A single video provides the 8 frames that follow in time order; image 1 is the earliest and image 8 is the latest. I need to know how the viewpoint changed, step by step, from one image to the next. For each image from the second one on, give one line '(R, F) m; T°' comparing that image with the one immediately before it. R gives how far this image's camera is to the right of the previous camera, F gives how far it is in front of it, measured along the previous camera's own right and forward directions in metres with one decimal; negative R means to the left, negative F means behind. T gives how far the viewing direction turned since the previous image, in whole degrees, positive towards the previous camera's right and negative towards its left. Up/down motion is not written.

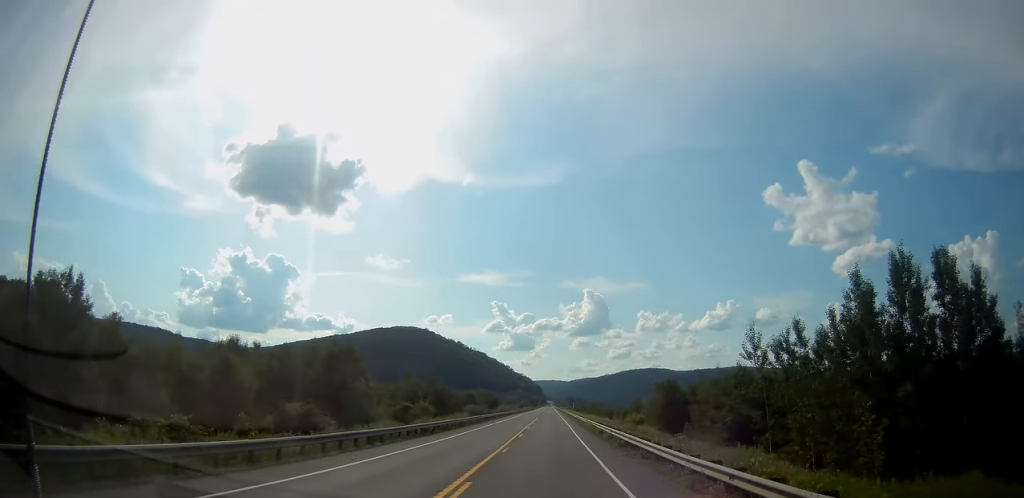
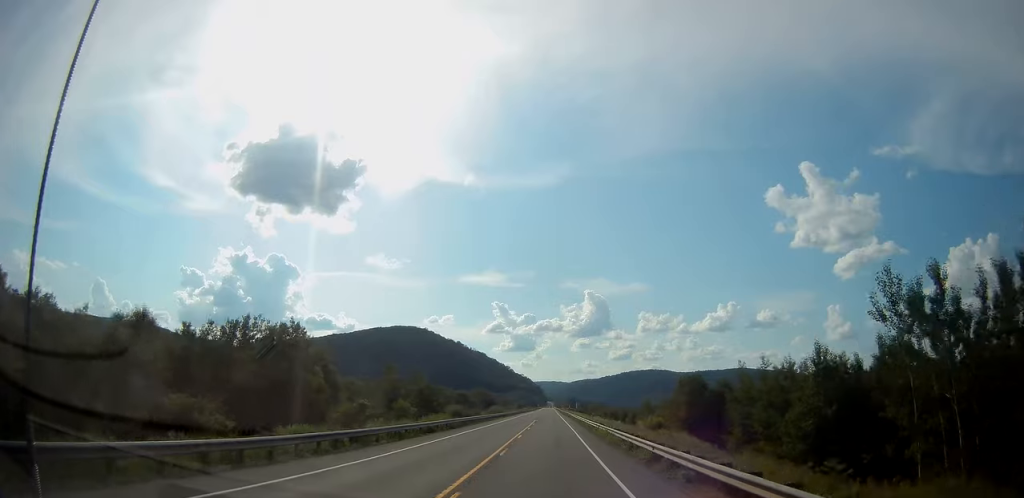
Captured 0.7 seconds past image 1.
(+0.3, +13.9) m; +1°
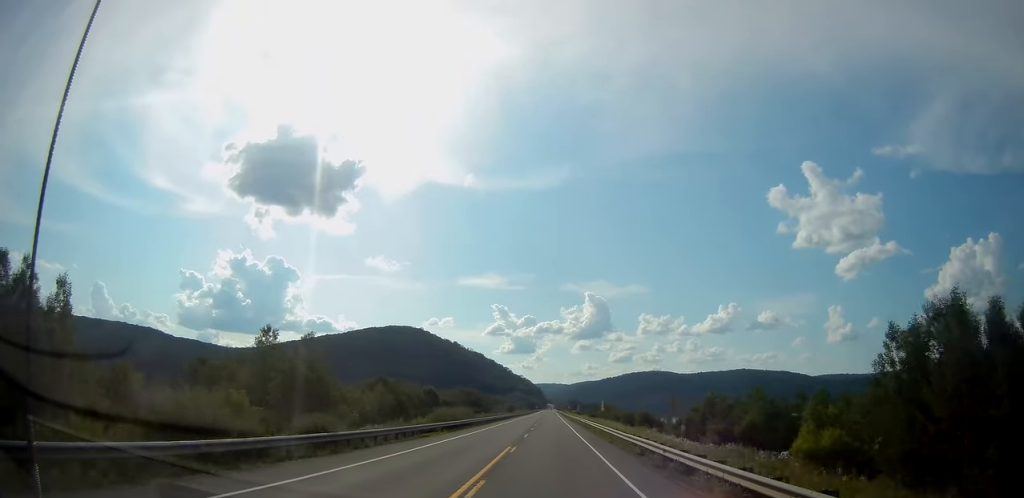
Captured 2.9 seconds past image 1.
(-0.8, +46.6) m; -1°
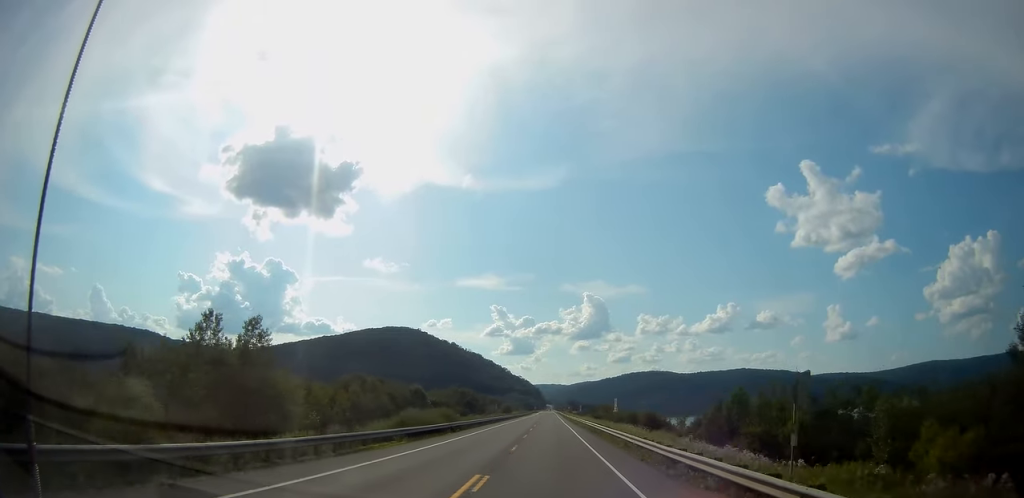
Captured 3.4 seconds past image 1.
(+0.2, +11.1) m; 0°
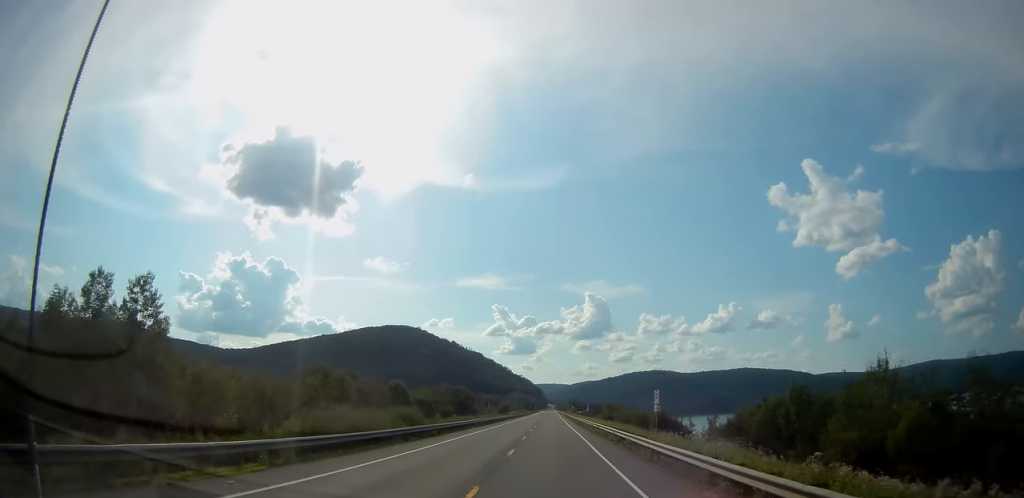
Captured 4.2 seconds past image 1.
(+0.2, +15.2) m; 0°
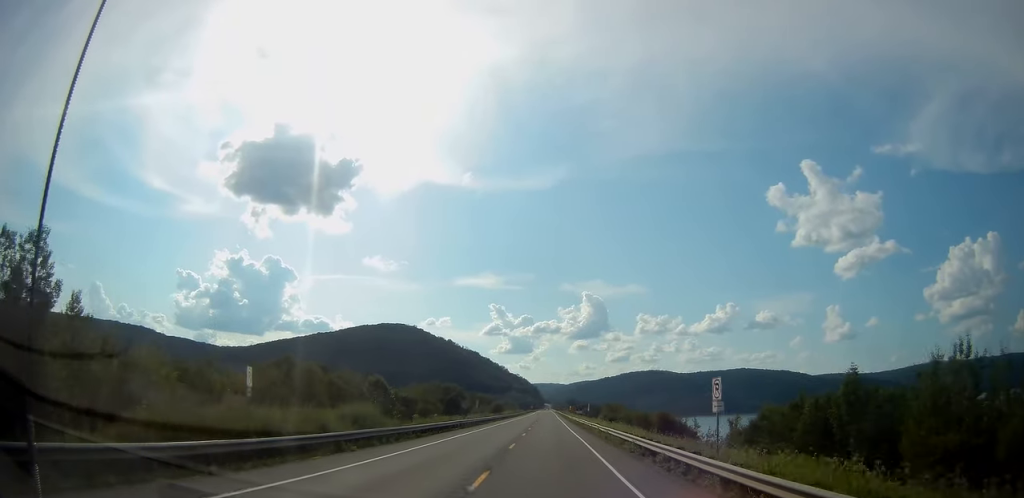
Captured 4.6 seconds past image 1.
(-0.1, +9.6) m; 0°
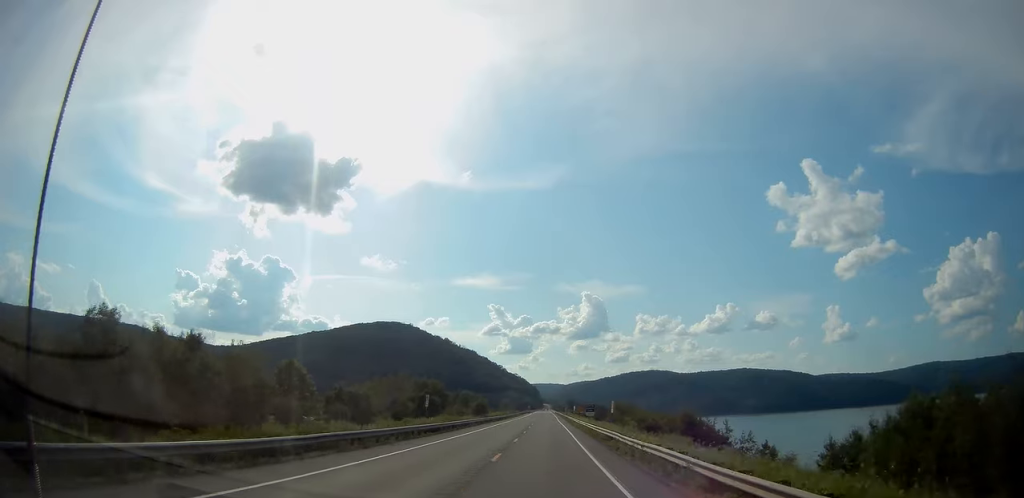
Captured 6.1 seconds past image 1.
(+0.1, +29.3) m; 0°
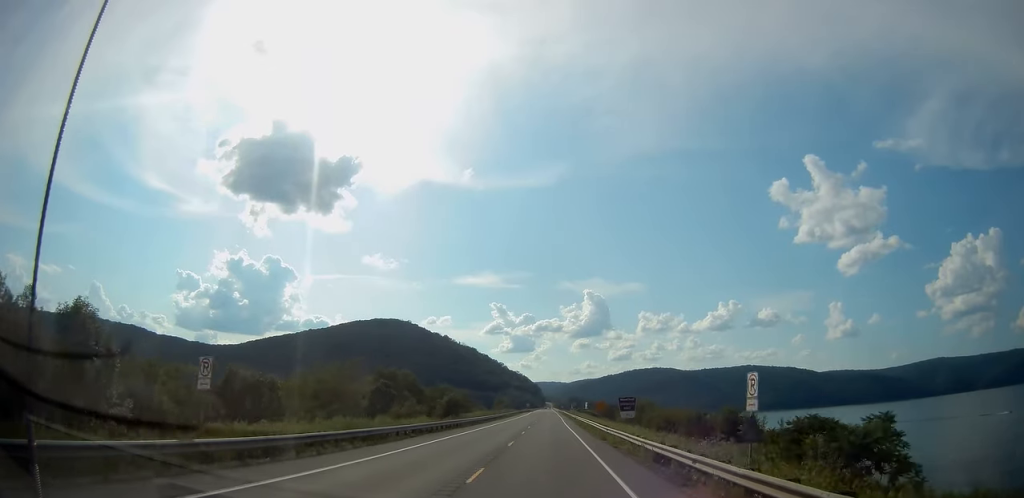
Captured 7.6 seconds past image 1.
(0.0, +30.5) m; 0°
